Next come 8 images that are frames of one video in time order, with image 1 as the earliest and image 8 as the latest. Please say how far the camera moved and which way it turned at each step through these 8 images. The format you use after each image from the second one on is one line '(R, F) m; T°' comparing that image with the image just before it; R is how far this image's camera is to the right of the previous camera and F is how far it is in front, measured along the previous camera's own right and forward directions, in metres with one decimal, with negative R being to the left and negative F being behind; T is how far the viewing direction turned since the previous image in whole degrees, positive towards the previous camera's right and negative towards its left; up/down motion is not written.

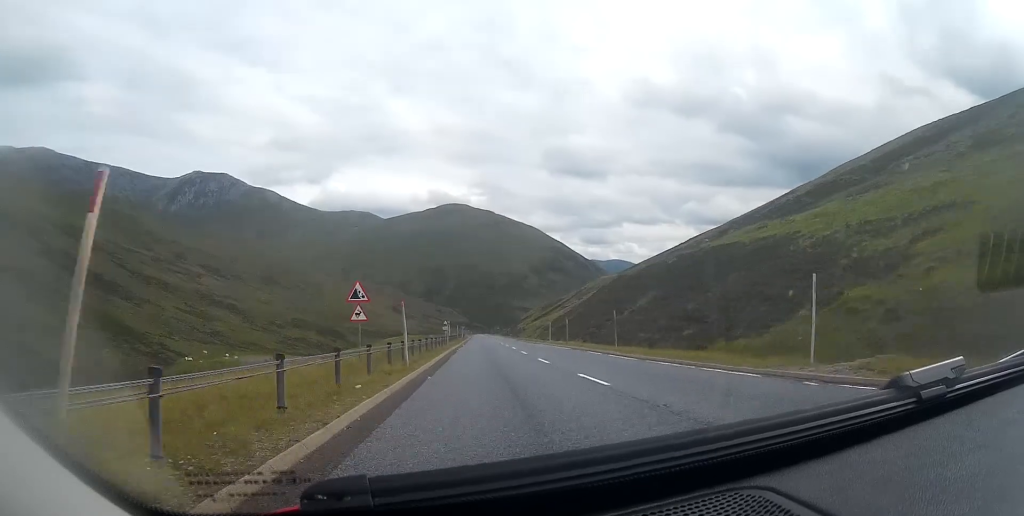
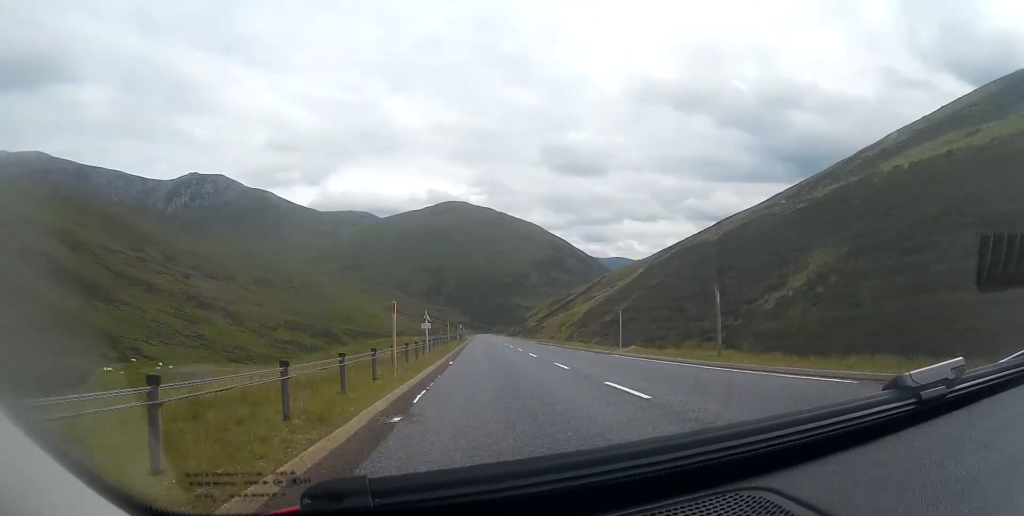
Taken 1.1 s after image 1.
(-0.1, +28.7) m; 0°
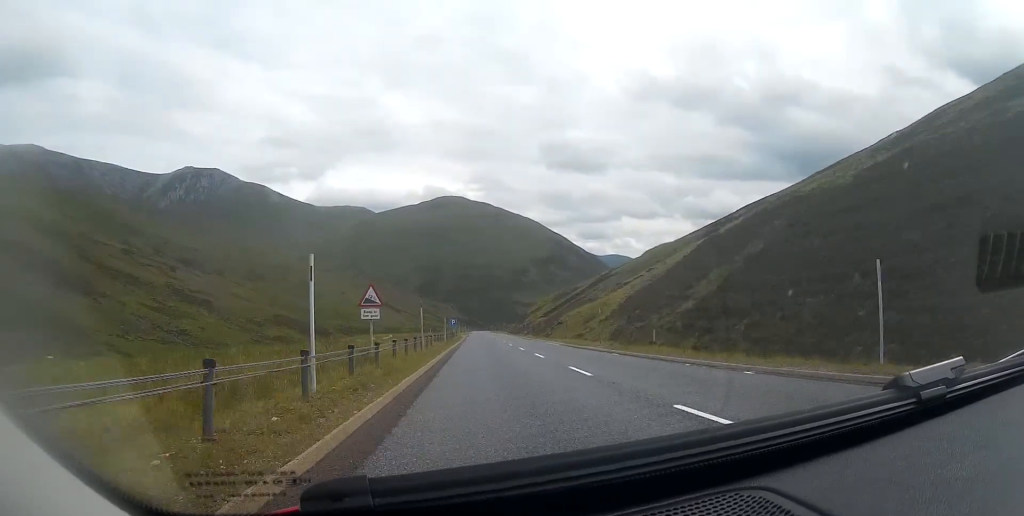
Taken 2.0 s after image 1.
(0.0, +21.6) m; 0°
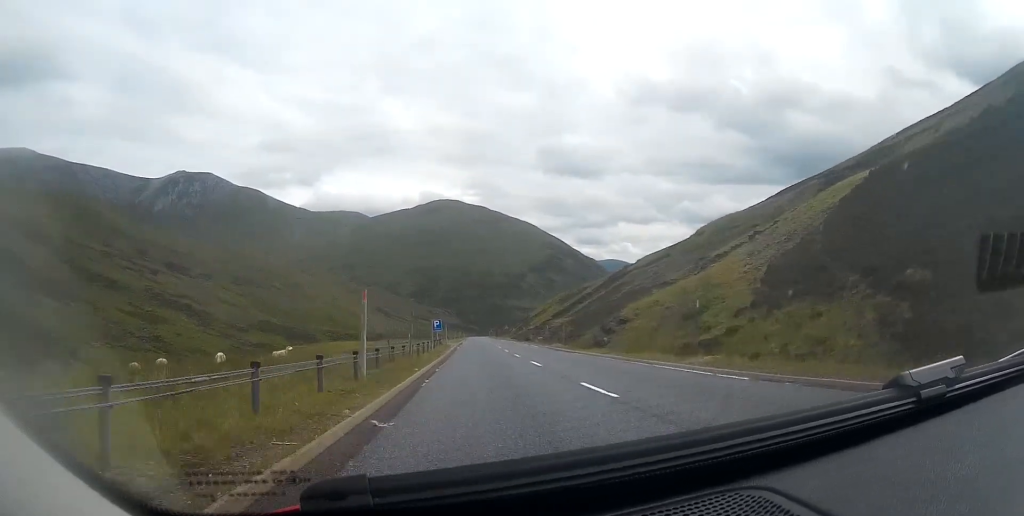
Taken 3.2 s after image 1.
(-0.1, +30.0) m; 0°
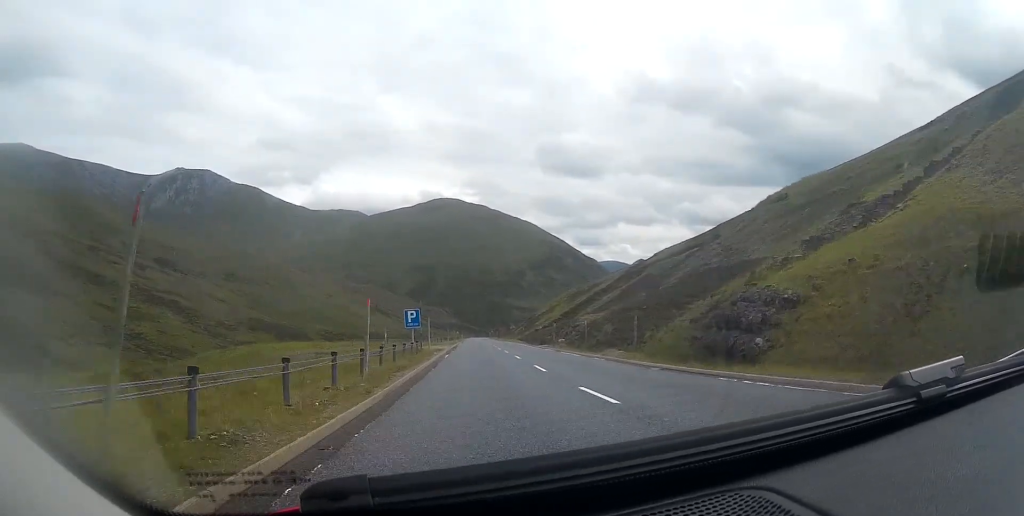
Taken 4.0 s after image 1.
(0.0, +20.3) m; 0°
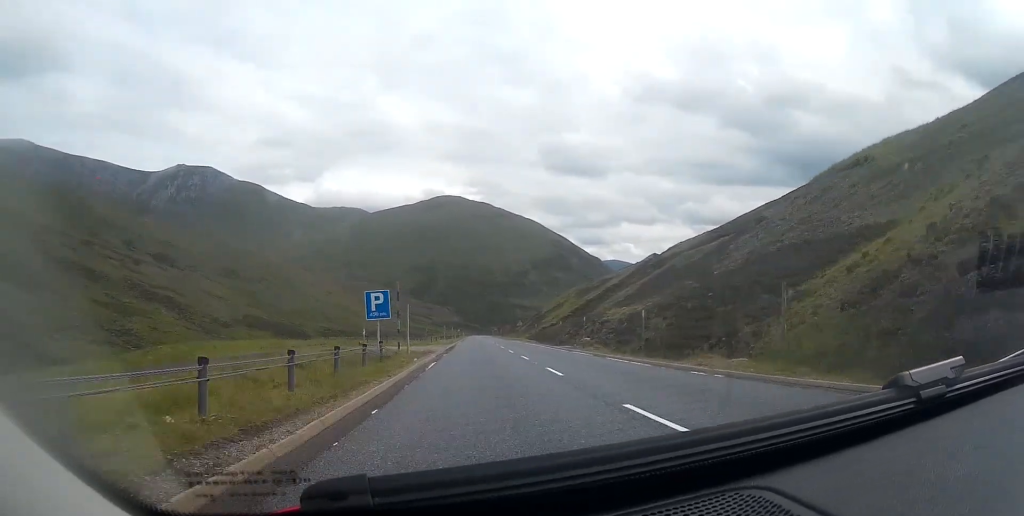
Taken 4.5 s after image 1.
(0.0, +12.2) m; 0°
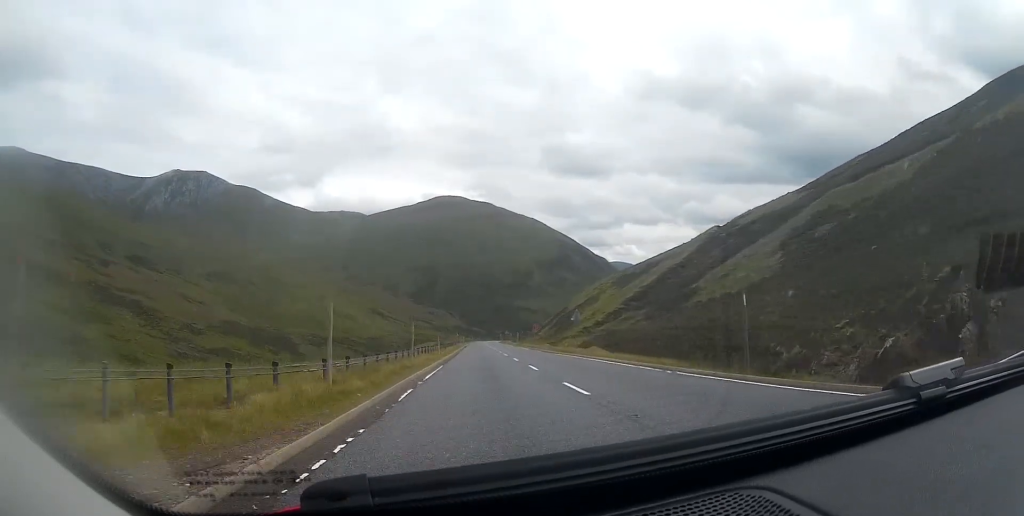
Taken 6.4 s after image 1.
(-0.4, +47.8) m; -1°
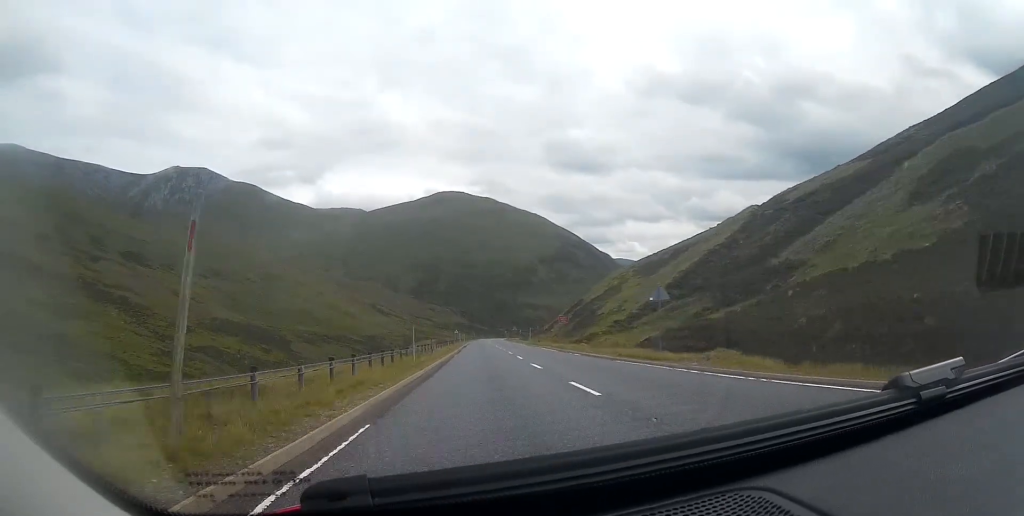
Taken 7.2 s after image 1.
(-0.1, +18.7) m; 0°
